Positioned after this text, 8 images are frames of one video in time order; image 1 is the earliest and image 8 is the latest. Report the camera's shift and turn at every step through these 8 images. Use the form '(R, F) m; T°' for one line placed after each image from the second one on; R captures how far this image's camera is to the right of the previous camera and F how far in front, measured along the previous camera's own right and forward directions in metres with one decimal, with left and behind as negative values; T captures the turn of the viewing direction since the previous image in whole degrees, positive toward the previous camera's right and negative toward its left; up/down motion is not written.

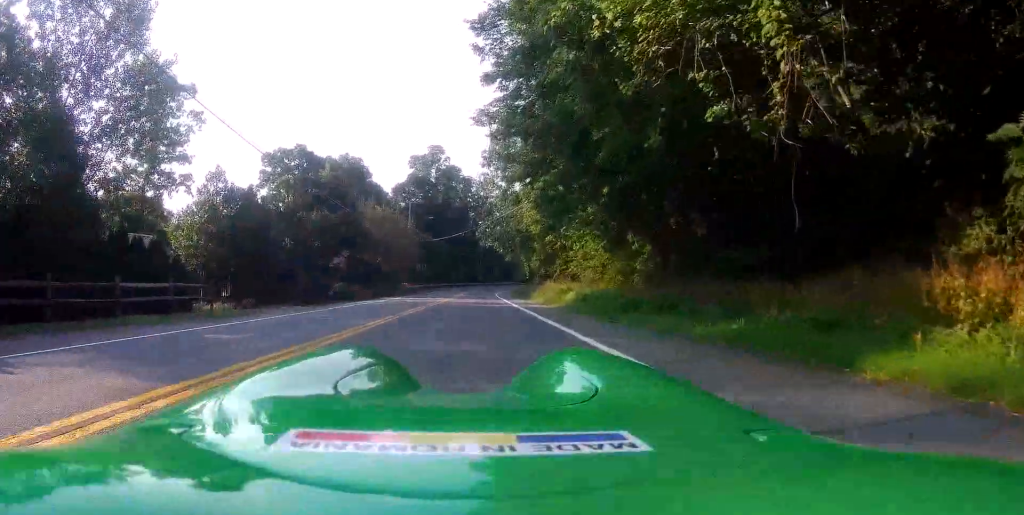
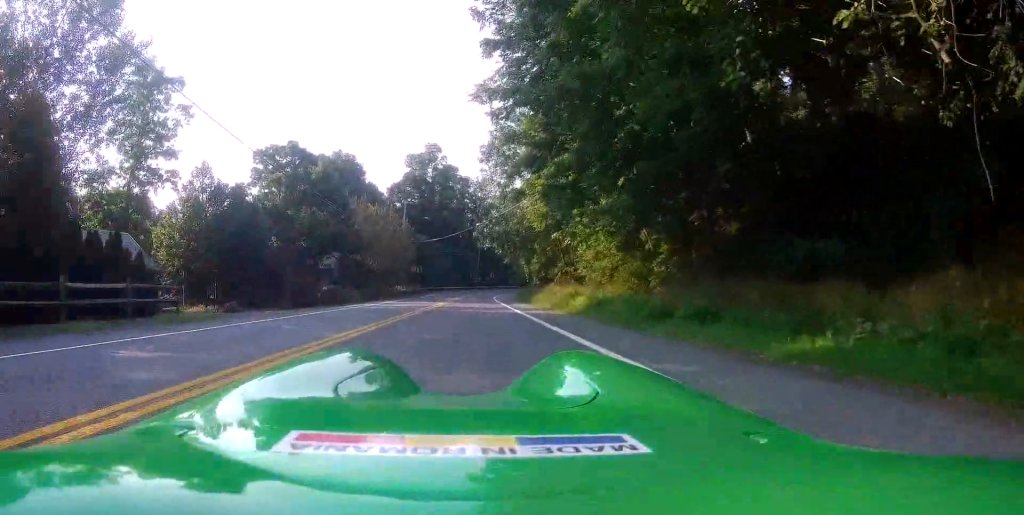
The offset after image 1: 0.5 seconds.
(+0.1, +2.5) m; -1°
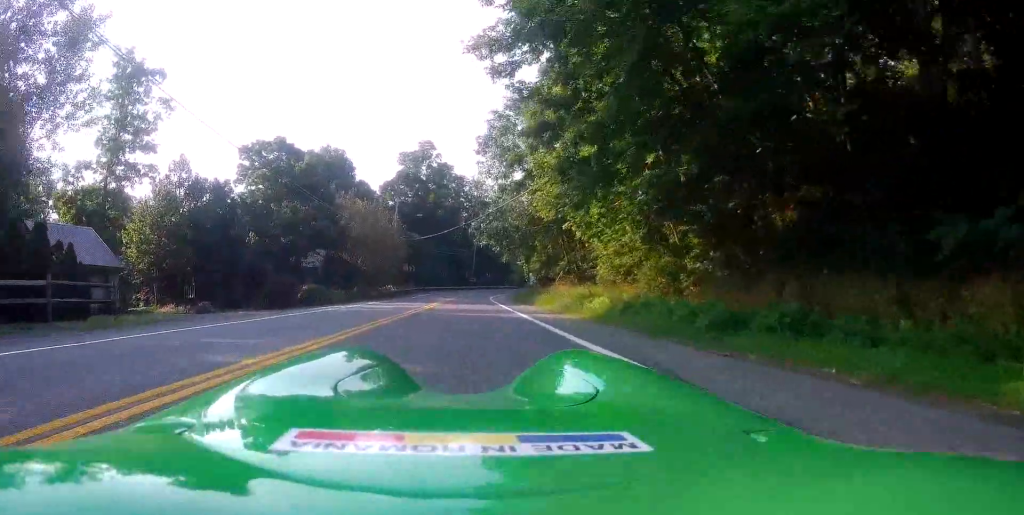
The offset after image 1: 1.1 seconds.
(+0.2, +3.7) m; -2°
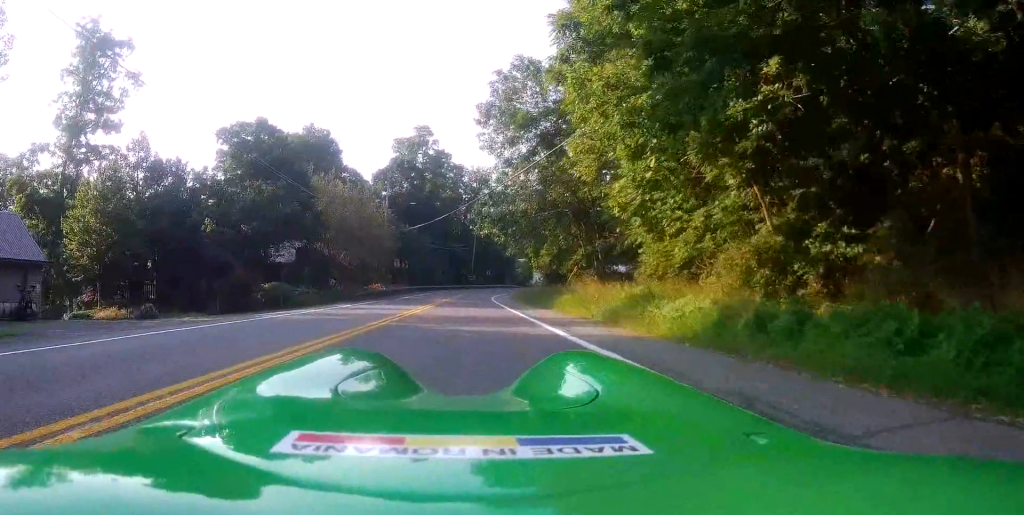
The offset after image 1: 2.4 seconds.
(-0.3, +7.1) m; +1°
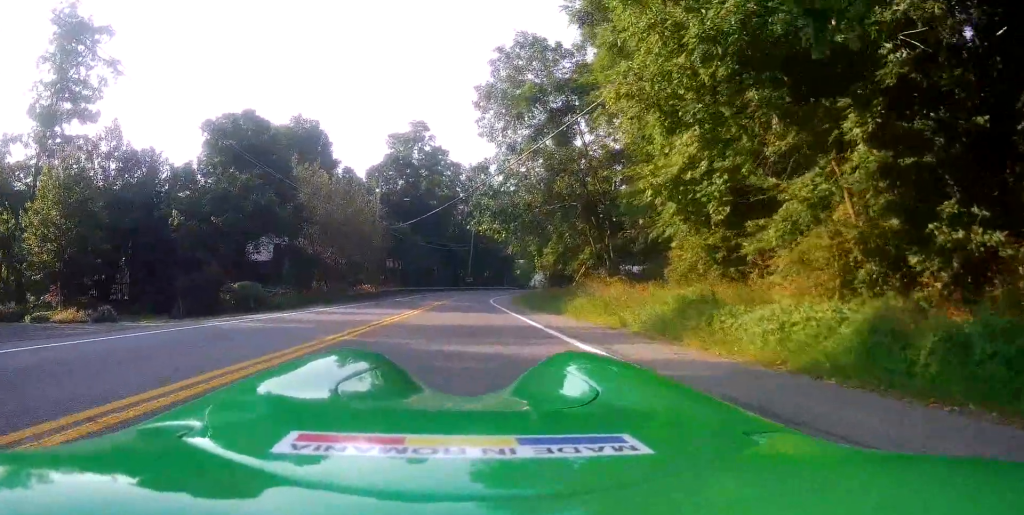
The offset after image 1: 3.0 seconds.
(+0.3, +3.9) m; +2°
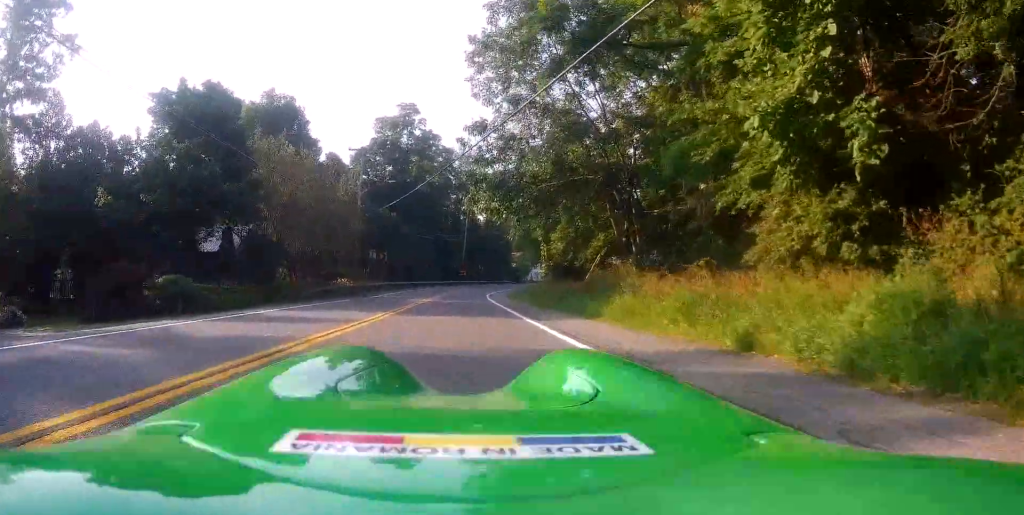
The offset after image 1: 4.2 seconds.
(-0.2, +6.3) m; -2°
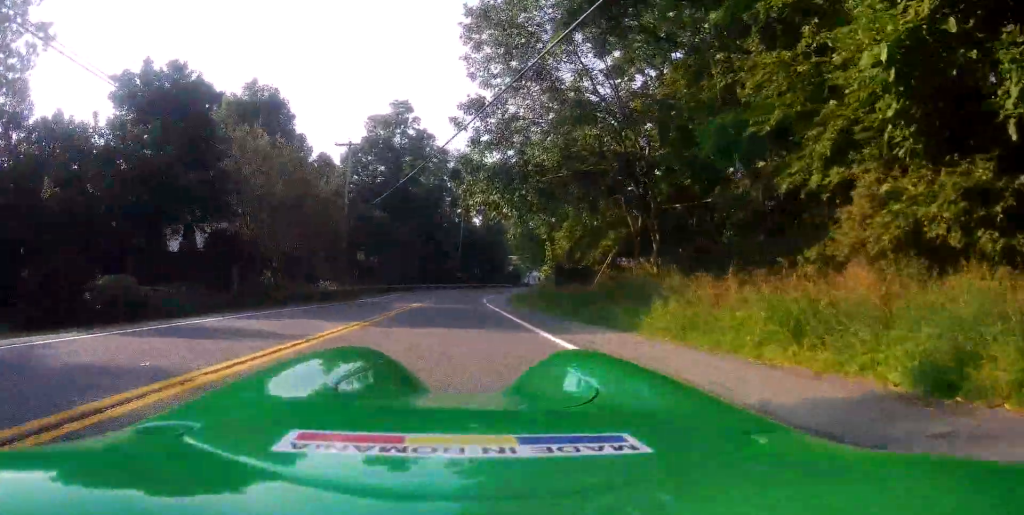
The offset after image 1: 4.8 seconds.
(0.0, +3.4) m; +2°
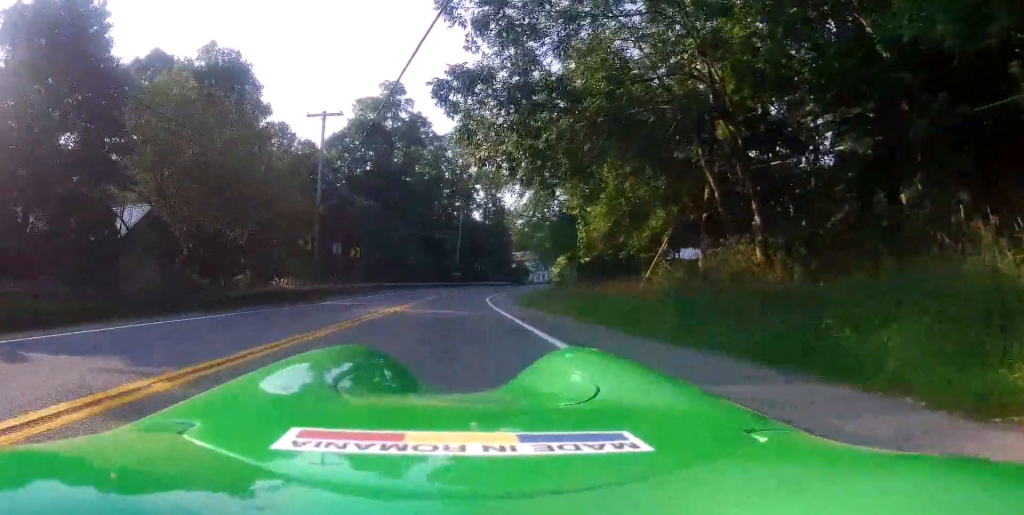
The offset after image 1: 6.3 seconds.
(0.0, +8.4) m; -3°
